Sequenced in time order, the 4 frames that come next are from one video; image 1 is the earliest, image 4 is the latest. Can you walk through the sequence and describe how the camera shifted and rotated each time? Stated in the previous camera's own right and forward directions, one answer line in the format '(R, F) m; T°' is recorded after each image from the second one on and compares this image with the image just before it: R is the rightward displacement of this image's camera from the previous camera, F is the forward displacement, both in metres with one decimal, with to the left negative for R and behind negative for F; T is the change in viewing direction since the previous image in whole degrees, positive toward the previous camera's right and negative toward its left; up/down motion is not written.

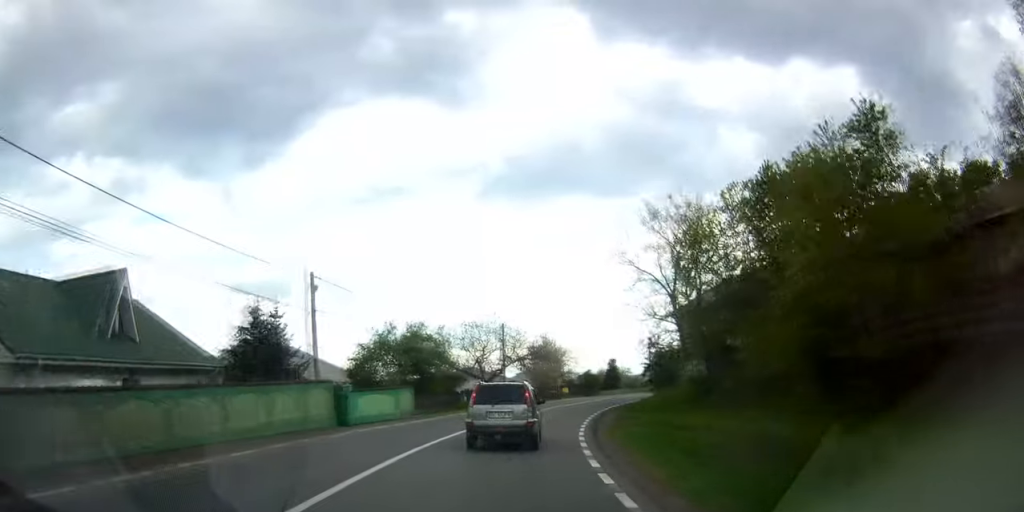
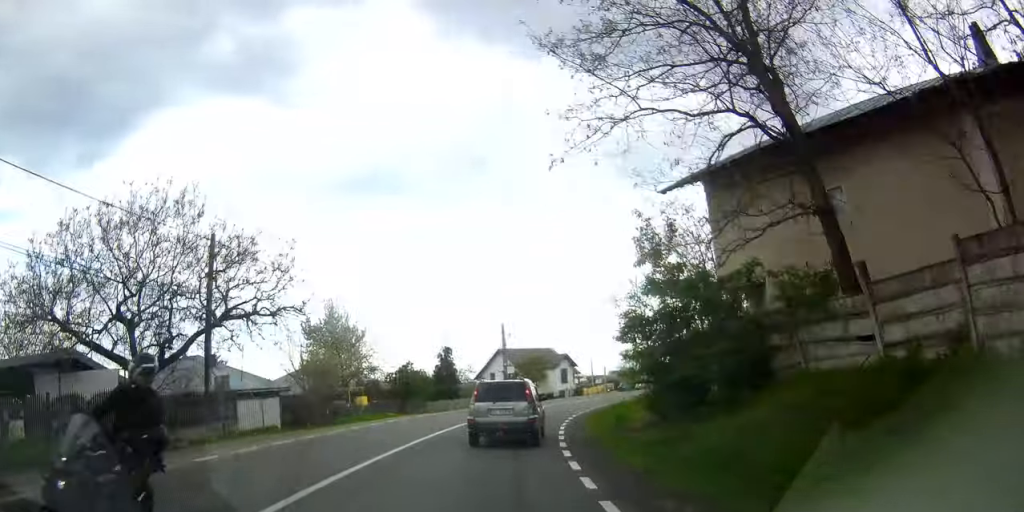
(+1.4, +37.5) m; +7°
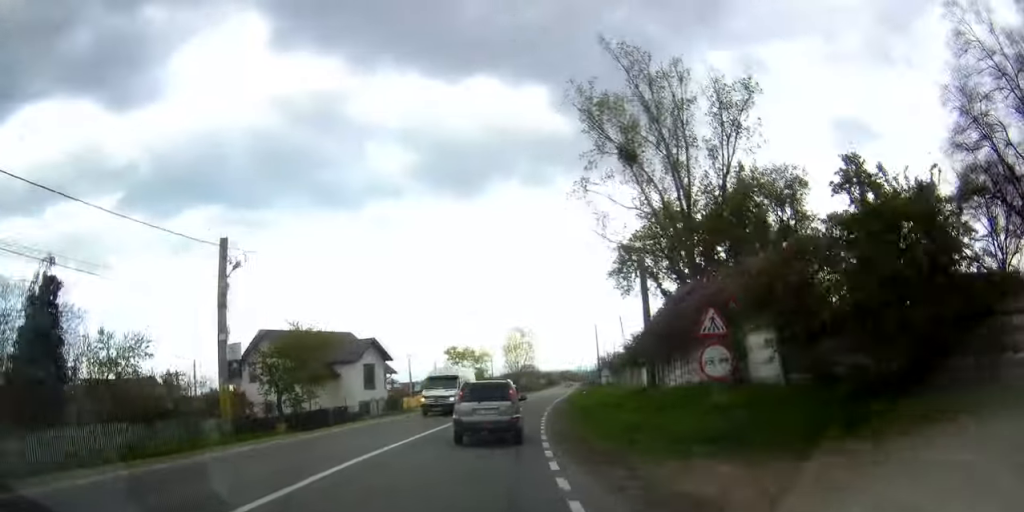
(+5.6, +34.9) m; +18°
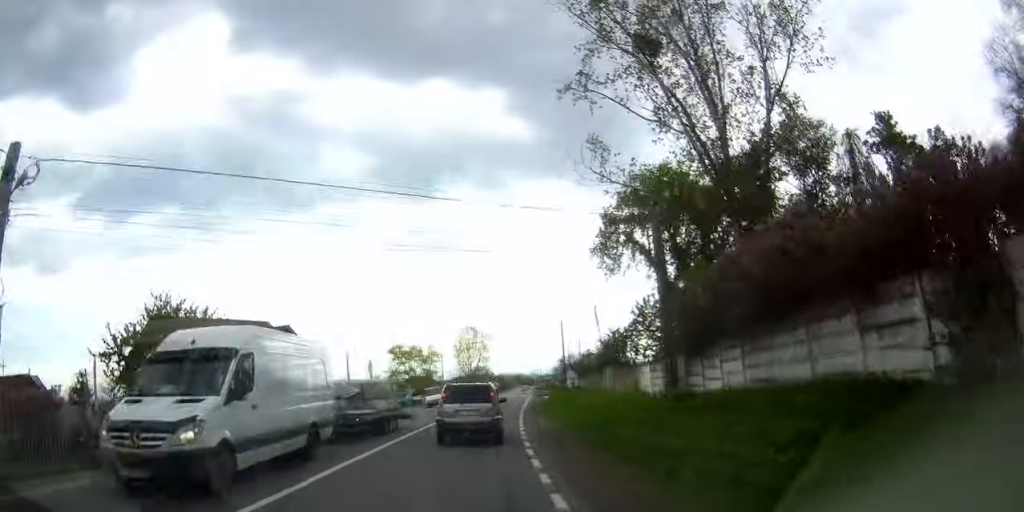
(+0.6, +11.4) m; +5°
